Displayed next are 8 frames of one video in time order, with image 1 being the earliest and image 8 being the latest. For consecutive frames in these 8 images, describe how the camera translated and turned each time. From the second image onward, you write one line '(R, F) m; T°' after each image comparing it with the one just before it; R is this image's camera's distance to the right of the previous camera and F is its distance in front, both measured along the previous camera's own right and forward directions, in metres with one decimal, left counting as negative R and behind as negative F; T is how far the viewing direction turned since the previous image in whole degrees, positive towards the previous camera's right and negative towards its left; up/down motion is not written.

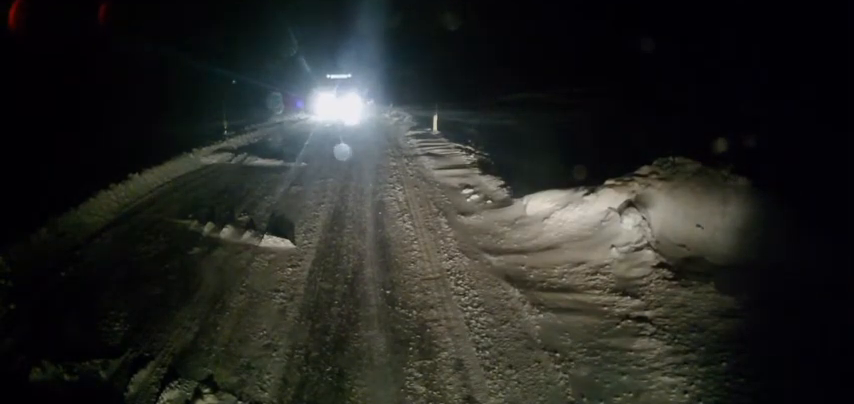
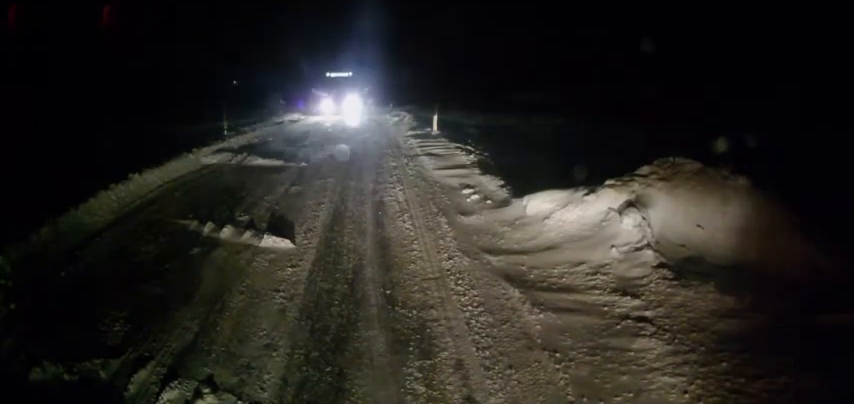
(0.0, 0.0) m; 0°
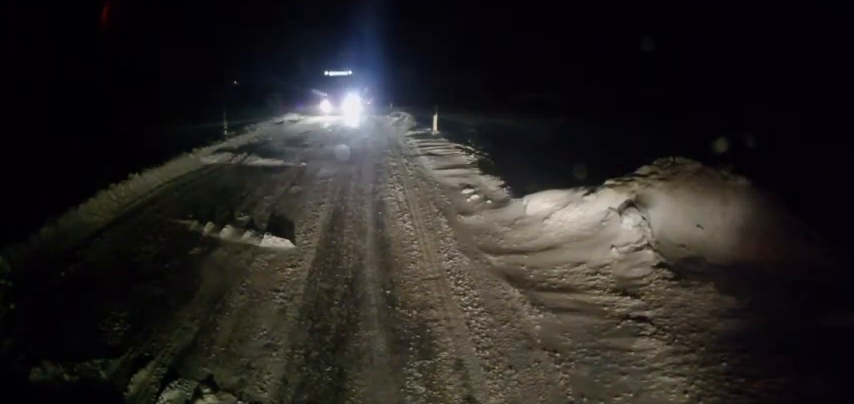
(0.0, 0.0) m; 0°
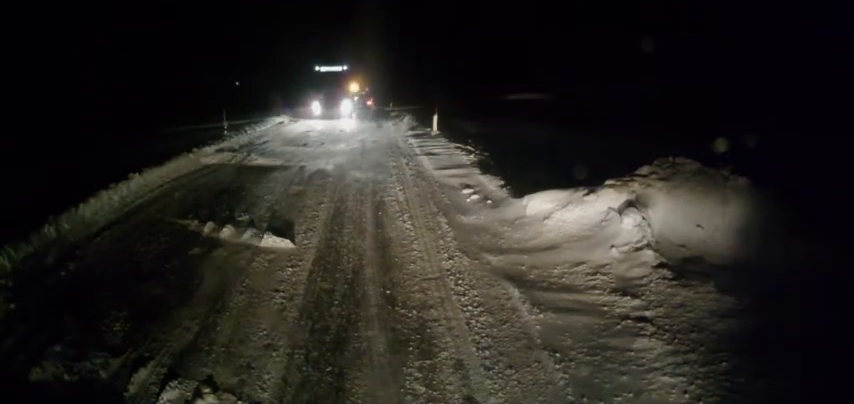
(0.0, 0.0) m; 0°
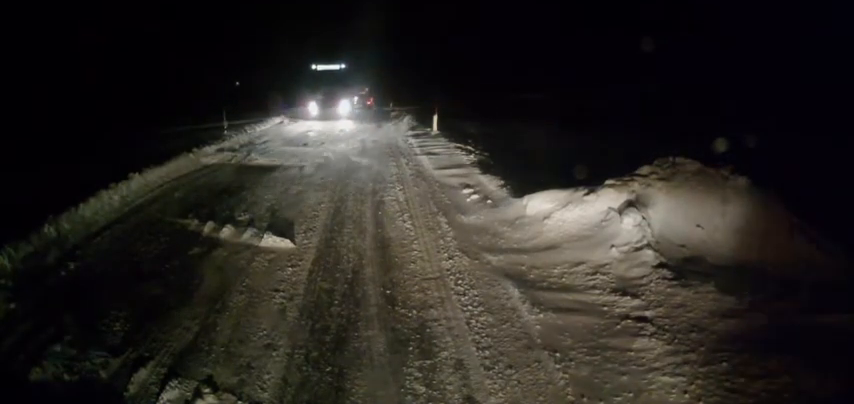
(0.0, 0.0) m; 0°
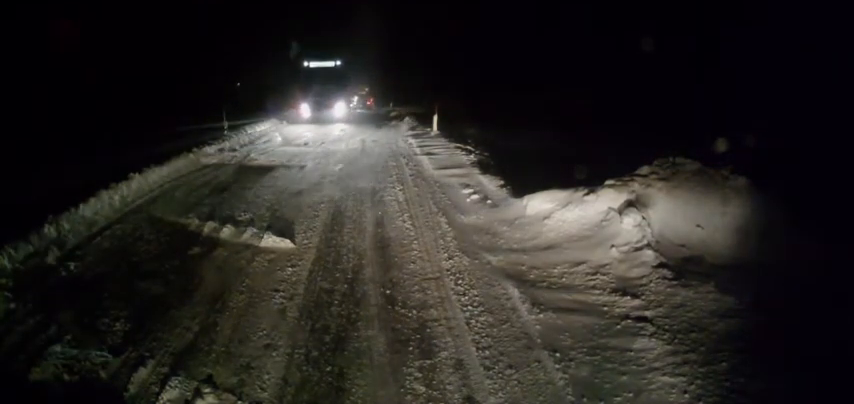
(0.0, 0.0) m; 0°
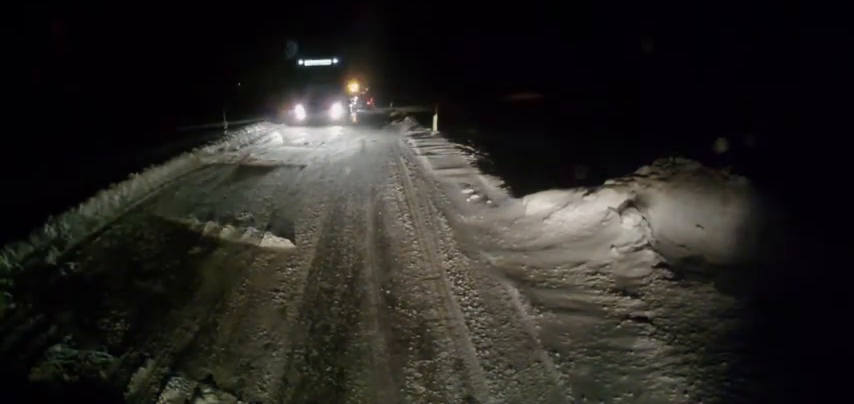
(0.0, 0.0) m; 0°
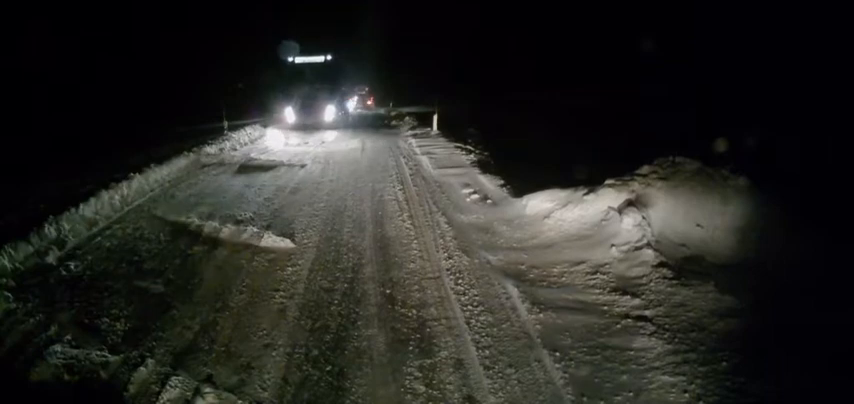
(0.0, 0.0) m; 0°
